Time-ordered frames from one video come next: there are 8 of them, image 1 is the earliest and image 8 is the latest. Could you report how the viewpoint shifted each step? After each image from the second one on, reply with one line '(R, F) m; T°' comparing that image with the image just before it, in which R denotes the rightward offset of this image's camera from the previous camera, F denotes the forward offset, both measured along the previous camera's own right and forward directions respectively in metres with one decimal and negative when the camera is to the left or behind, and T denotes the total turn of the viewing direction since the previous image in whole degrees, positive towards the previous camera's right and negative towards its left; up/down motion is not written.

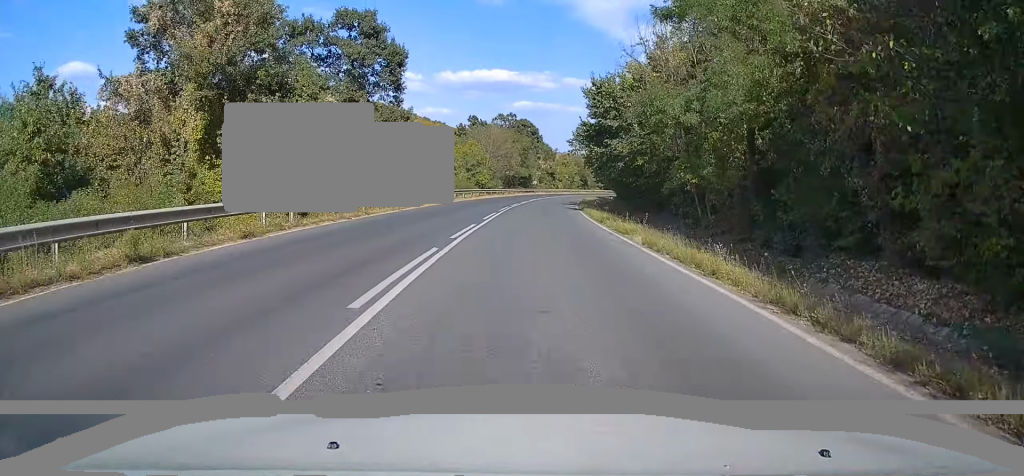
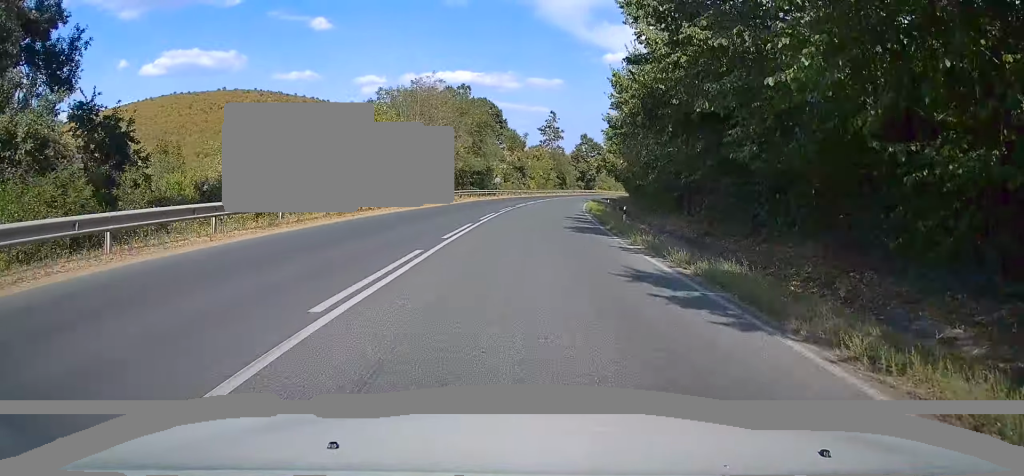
(+0.7, +35.8) m; +3°
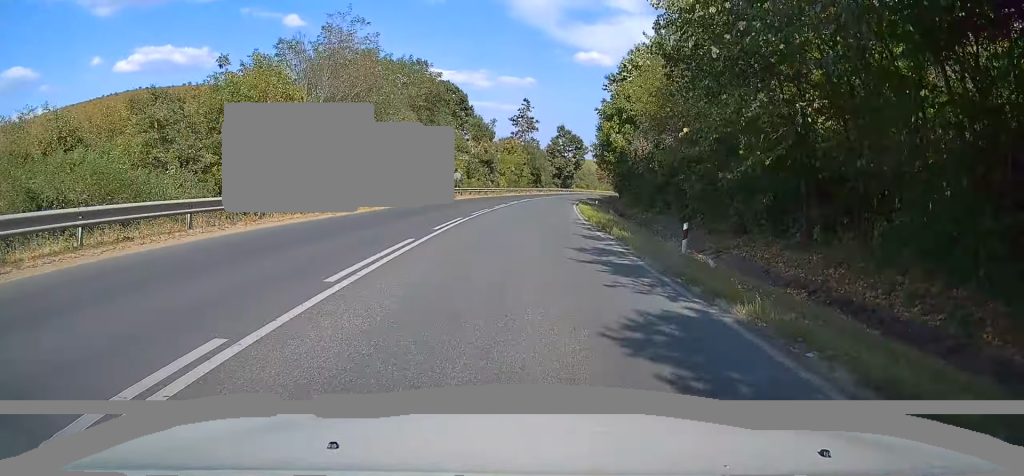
(+0.3, +16.1) m; +2°
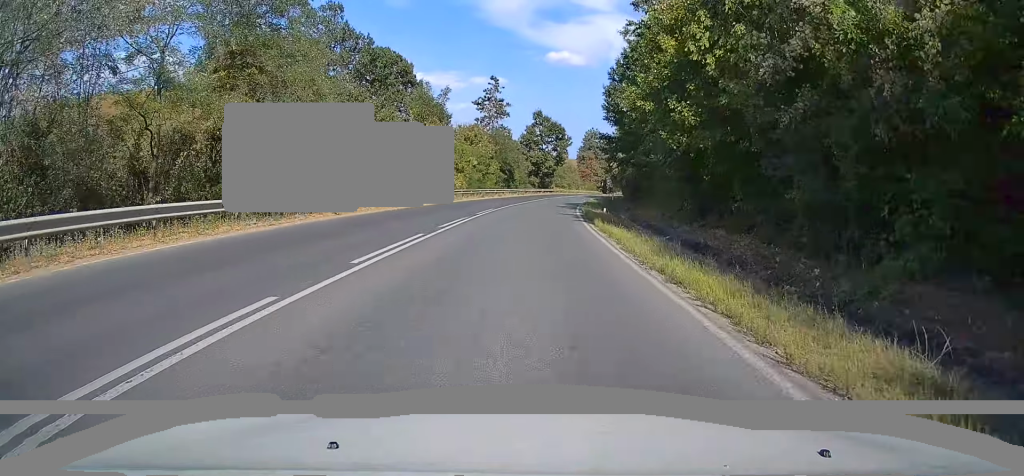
(+0.6, +24.7) m; +3°
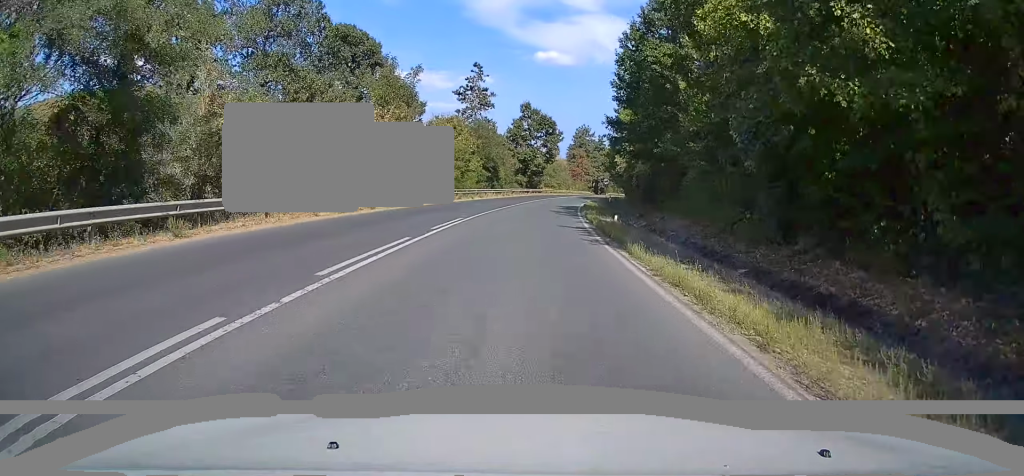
(-0.1, +10.1) m; +2°
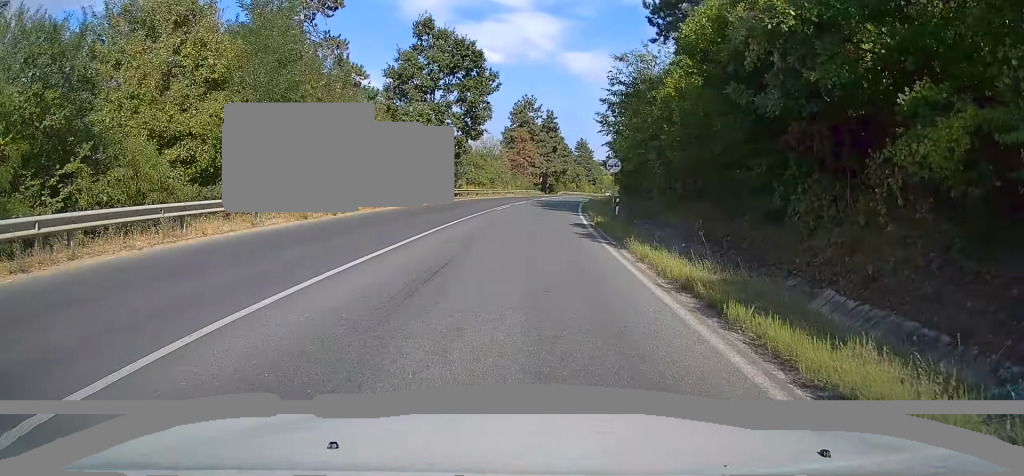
(+2.0, +47.4) m; +5°
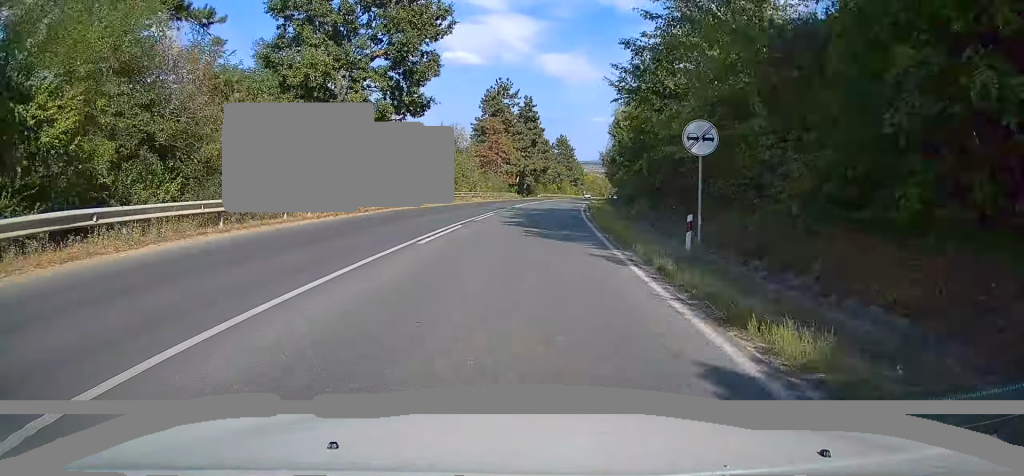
(+0.6, +18.1) m; +3°
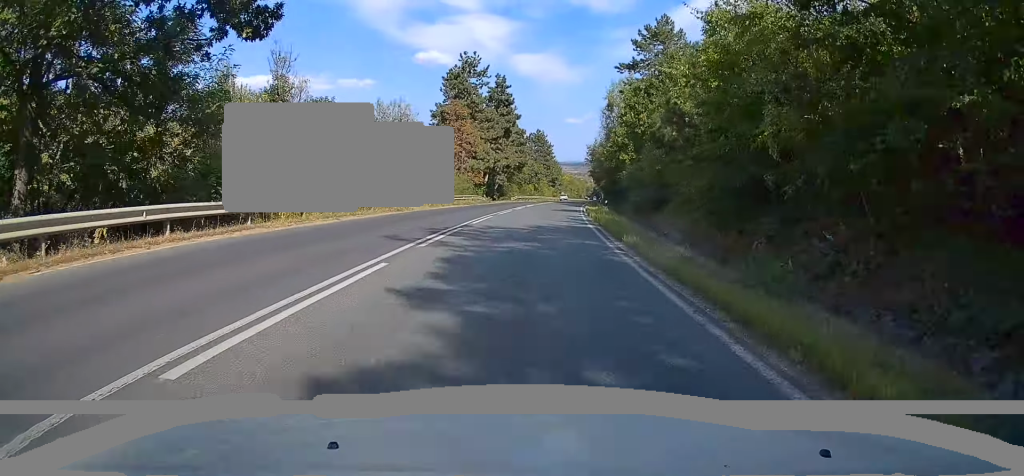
(+0.4, +18.2) m; +3°
